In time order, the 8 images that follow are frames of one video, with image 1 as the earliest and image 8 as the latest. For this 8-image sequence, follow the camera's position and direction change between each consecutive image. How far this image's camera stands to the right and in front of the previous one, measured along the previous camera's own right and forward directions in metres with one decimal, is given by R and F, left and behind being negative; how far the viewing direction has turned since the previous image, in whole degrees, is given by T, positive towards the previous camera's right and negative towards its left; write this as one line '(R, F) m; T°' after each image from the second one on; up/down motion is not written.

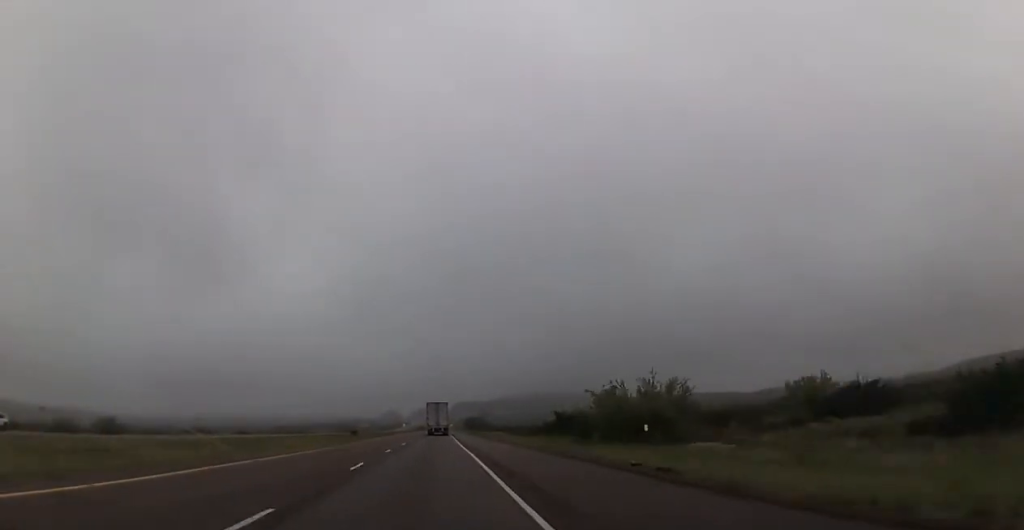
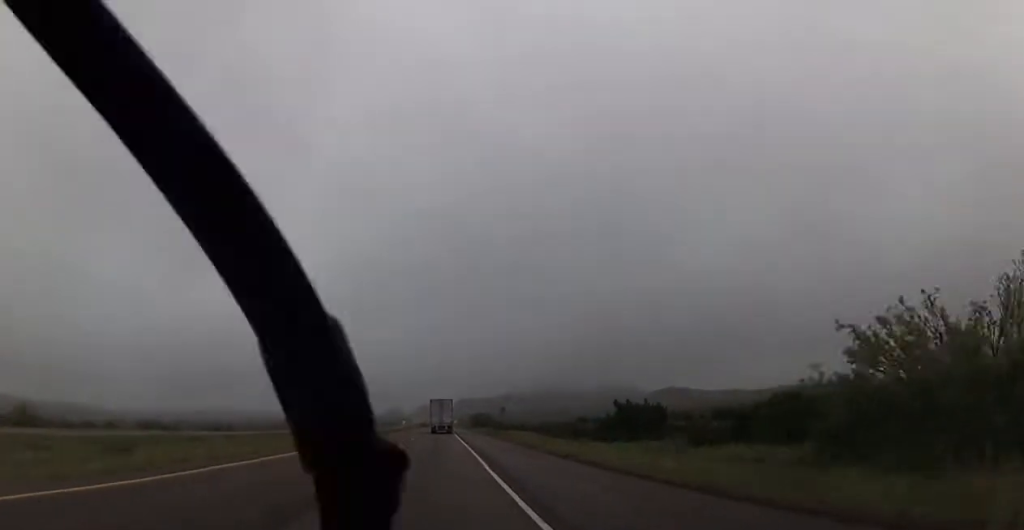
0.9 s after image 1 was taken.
(-0.1, +30.1) m; -1°
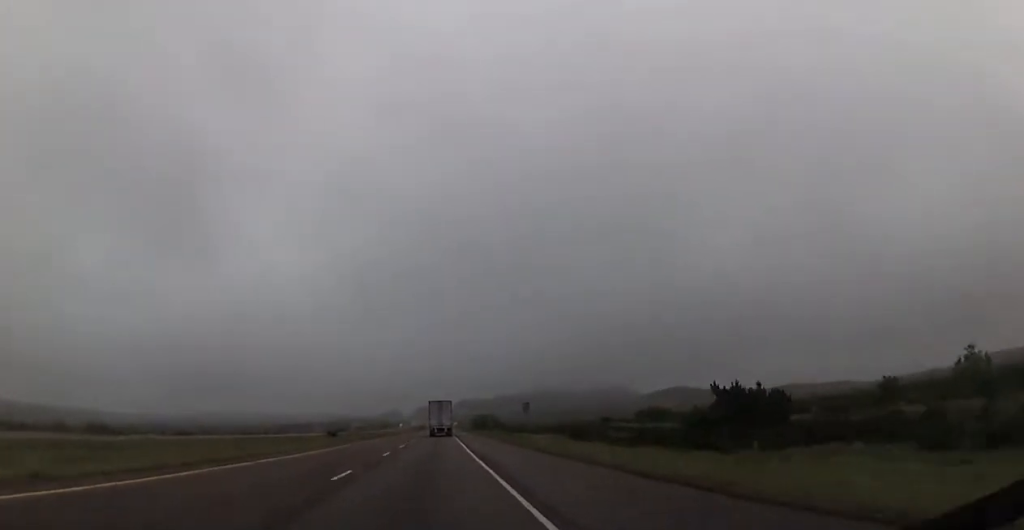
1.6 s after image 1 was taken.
(-0.3, +22.4) m; 0°
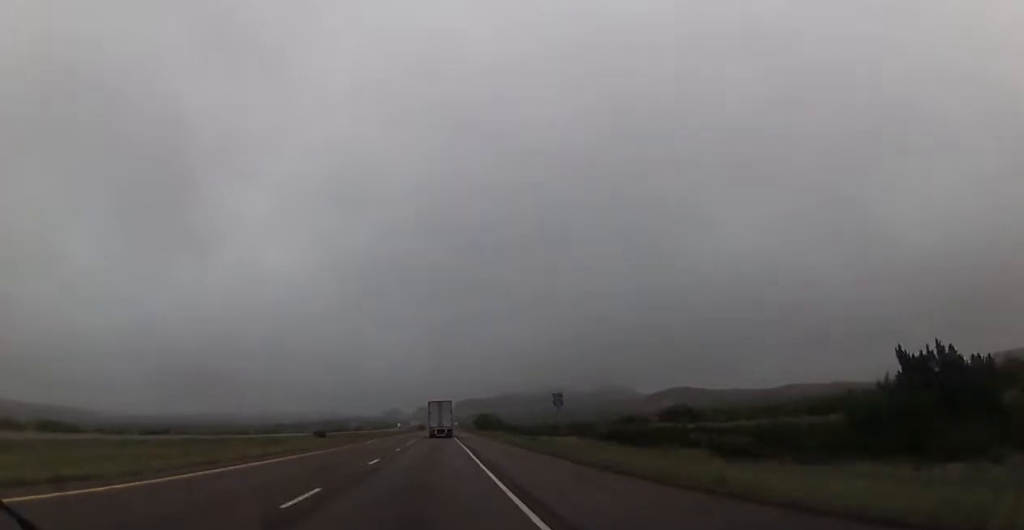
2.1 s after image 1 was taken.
(-0.3, +16.8) m; 0°
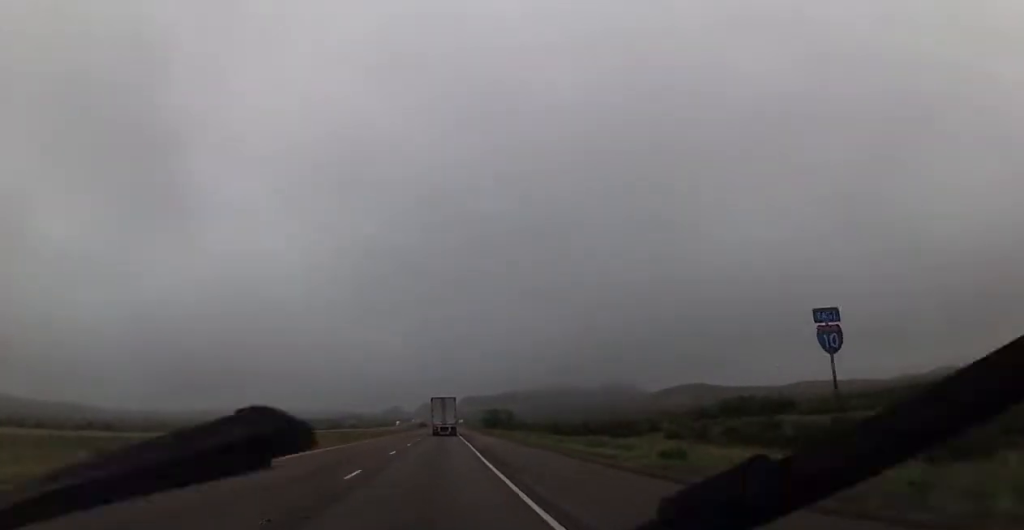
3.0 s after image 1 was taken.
(+0.5, +31.3) m; +1°
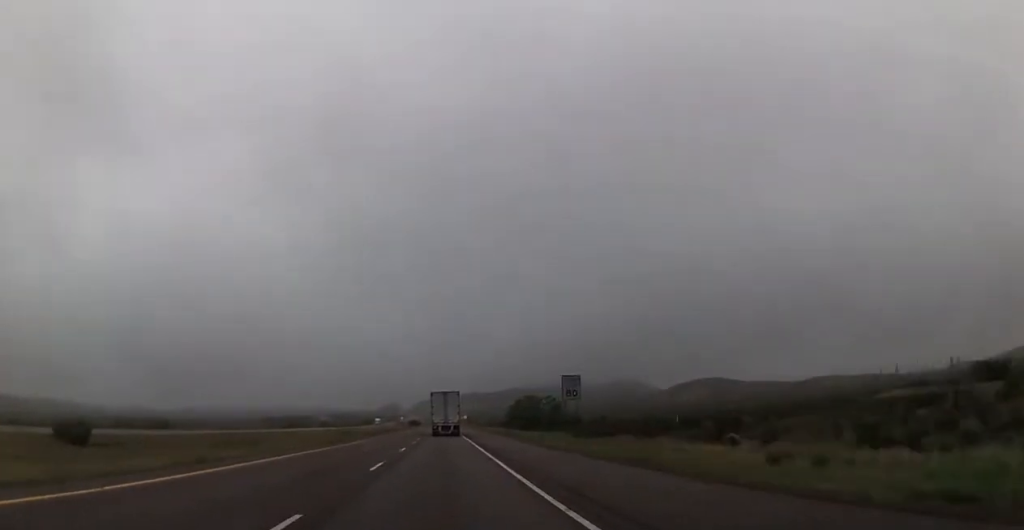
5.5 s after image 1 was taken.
(-1.0, +82.7) m; -1°
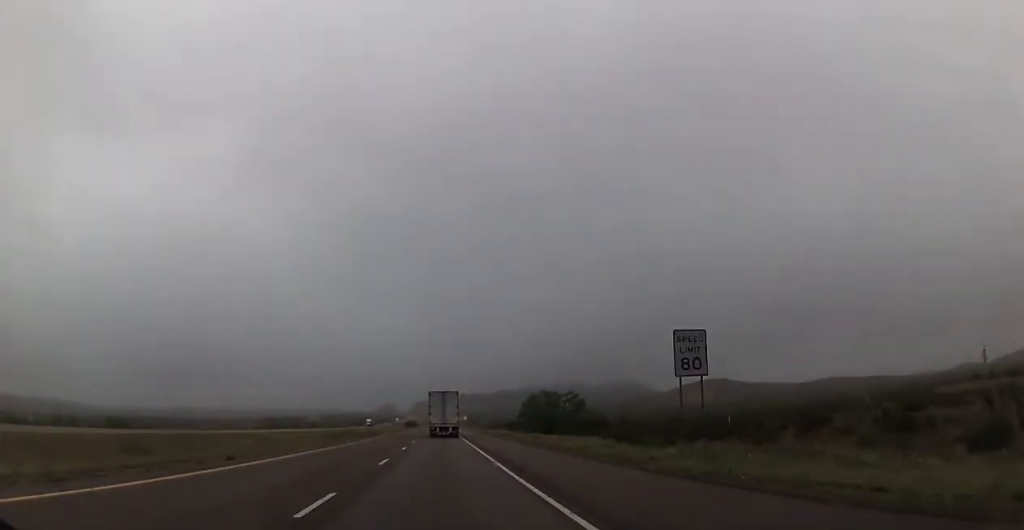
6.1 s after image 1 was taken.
(+0.3, +21.2) m; 0°
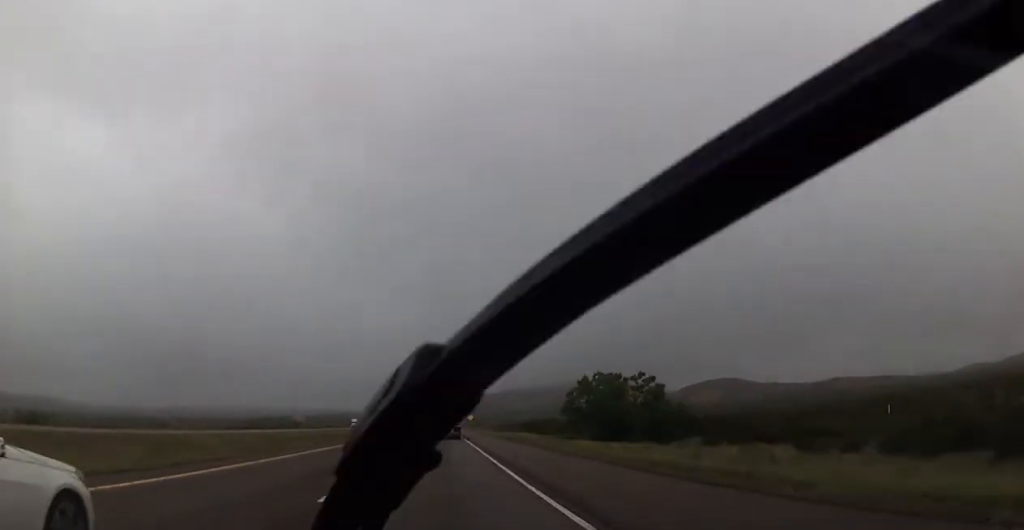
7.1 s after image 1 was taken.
(-0.5, +34.6) m; 0°
